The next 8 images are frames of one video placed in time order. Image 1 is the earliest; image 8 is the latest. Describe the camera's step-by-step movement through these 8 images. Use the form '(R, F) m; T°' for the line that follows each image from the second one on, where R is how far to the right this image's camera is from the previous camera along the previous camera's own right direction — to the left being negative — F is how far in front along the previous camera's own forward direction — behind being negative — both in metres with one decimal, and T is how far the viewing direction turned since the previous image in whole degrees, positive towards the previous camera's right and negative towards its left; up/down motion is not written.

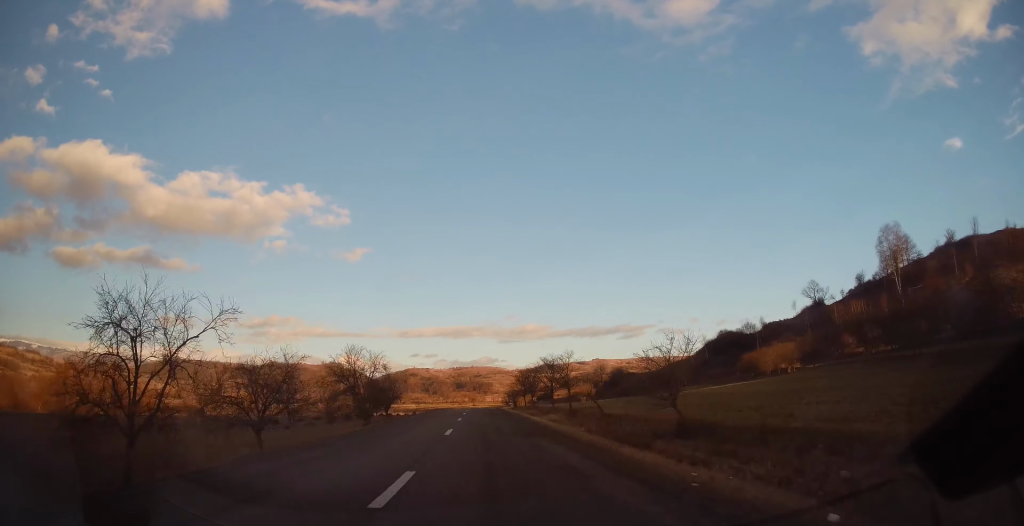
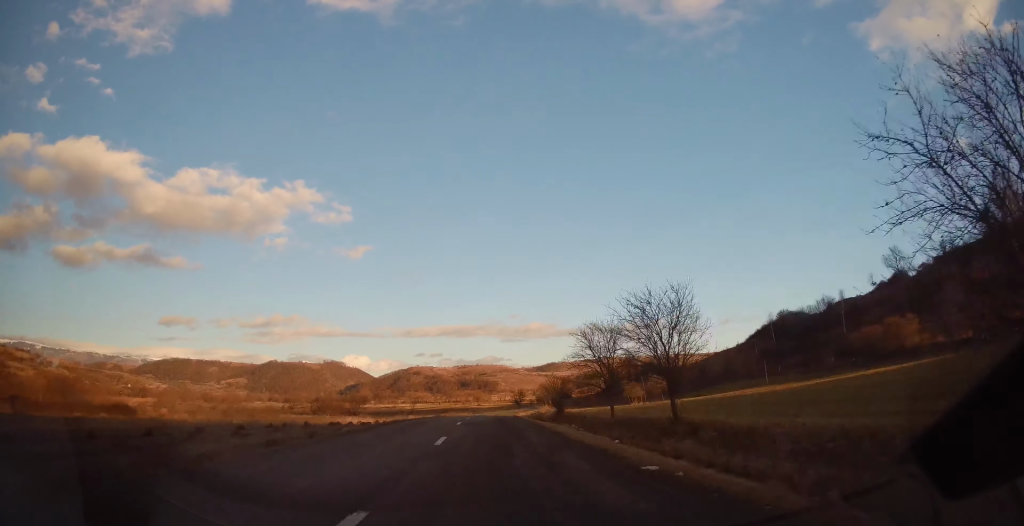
(+0.1, +40.4) m; +1°
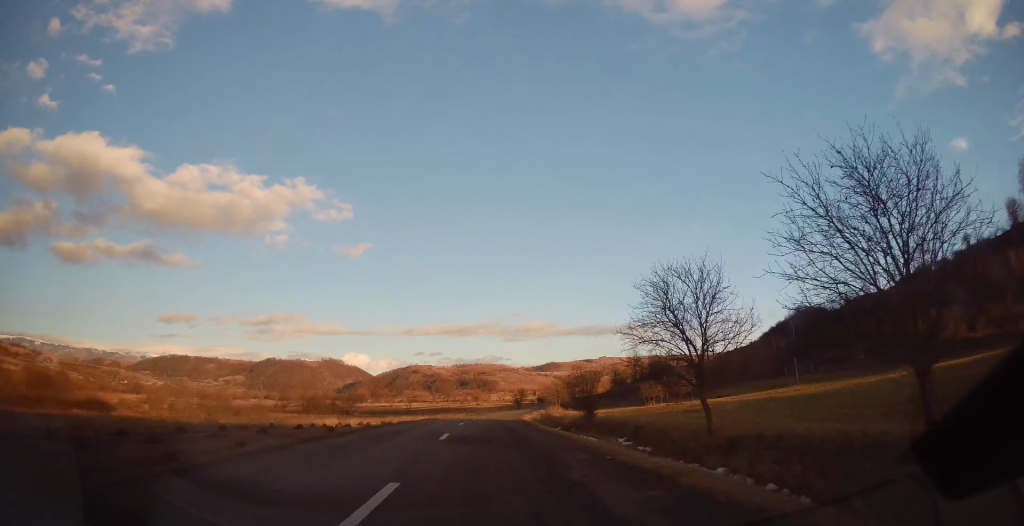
(+0.1, +9.9) m; +1°
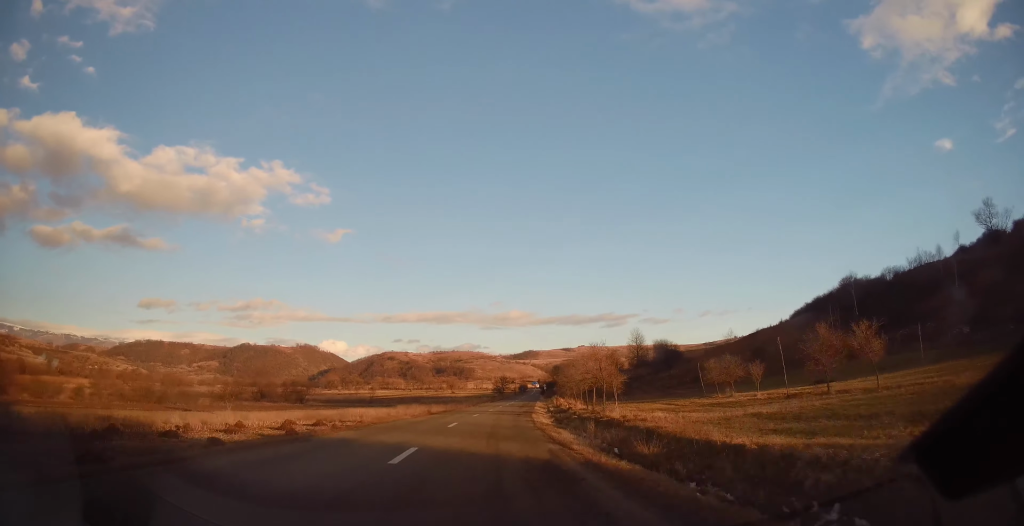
(+0.4, +31.2) m; +2°
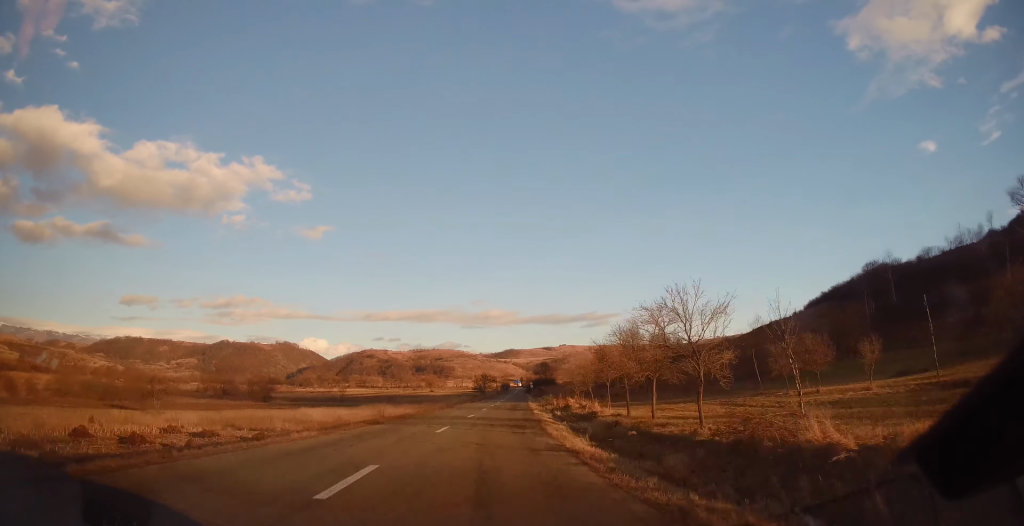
(+0.2, +16.0) m; +1°
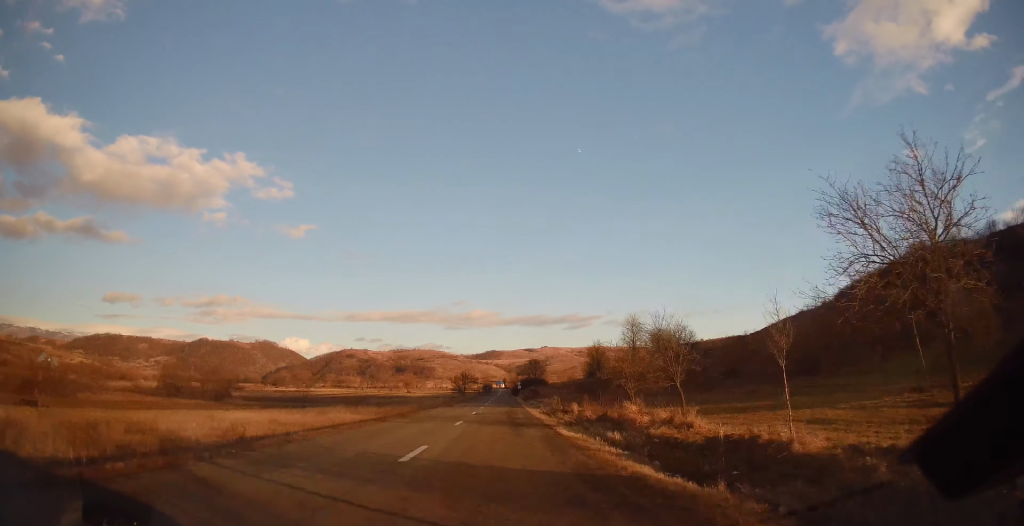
(+0.2, +19.8) m; +1°
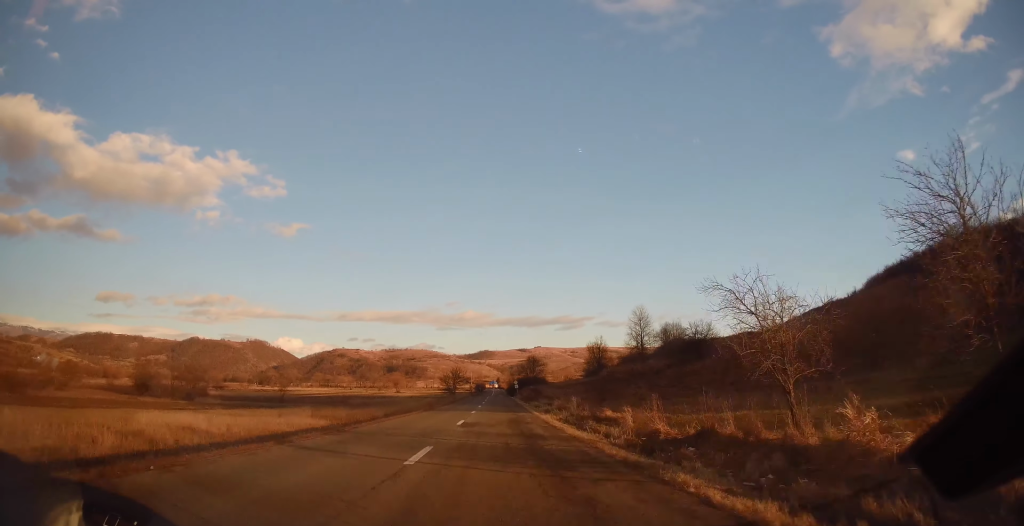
(+0.1, +12.9) m; +1°
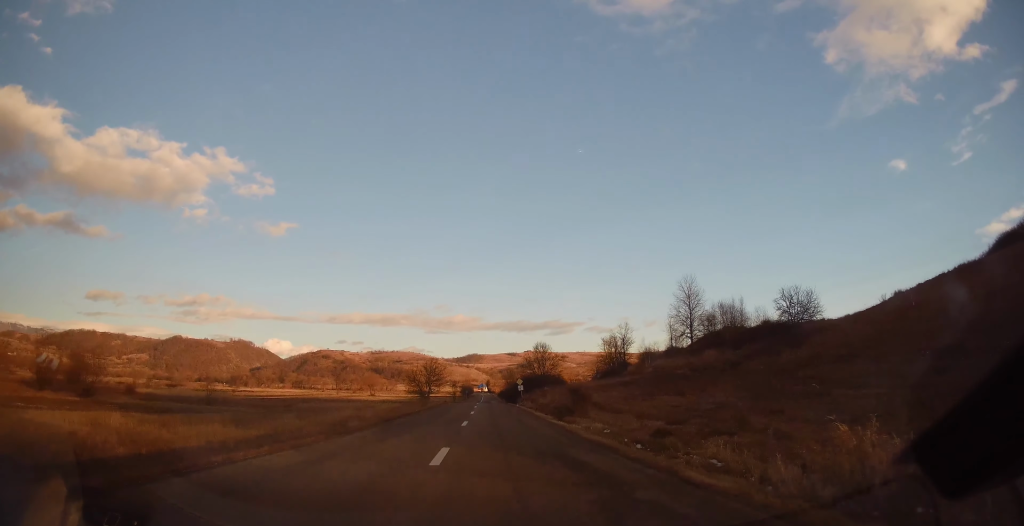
(+1.1, +36.7) m; +1°
